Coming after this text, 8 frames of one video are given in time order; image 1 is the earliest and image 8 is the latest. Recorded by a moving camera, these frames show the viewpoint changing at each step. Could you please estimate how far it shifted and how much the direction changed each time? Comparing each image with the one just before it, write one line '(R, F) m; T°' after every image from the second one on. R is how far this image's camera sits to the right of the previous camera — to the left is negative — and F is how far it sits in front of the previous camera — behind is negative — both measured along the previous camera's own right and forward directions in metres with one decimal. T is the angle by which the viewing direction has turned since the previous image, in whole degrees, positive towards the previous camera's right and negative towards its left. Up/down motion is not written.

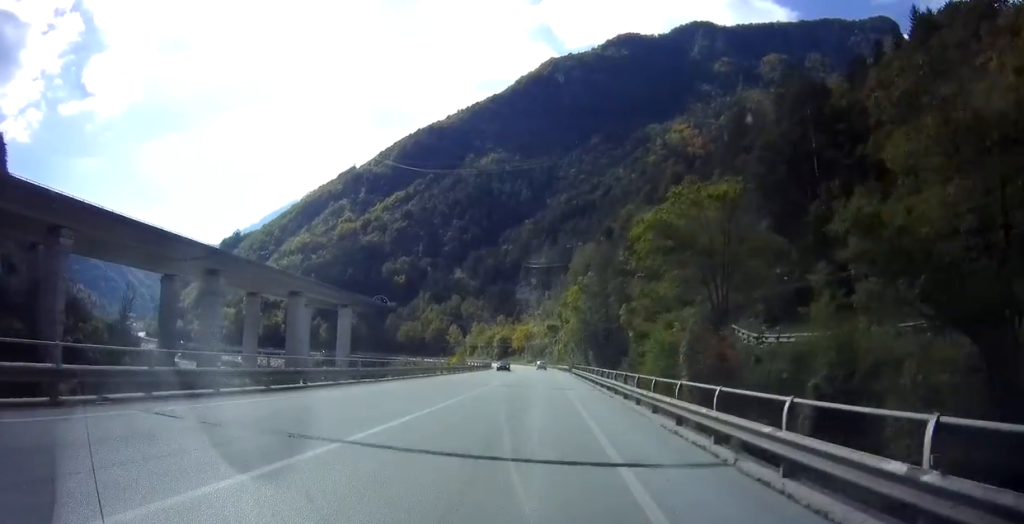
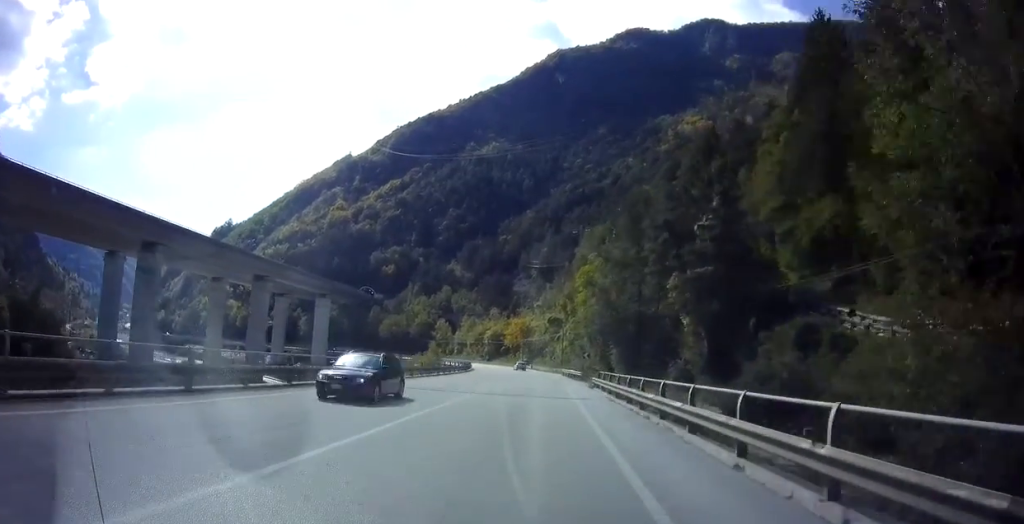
(-0.1, +29.1) m; 0°
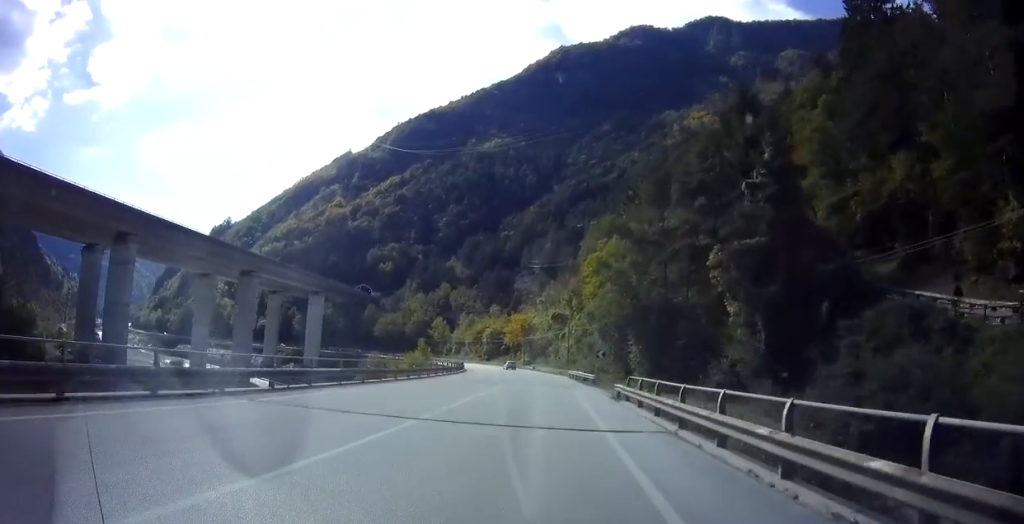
(+0.1, +10.6) m; 0°
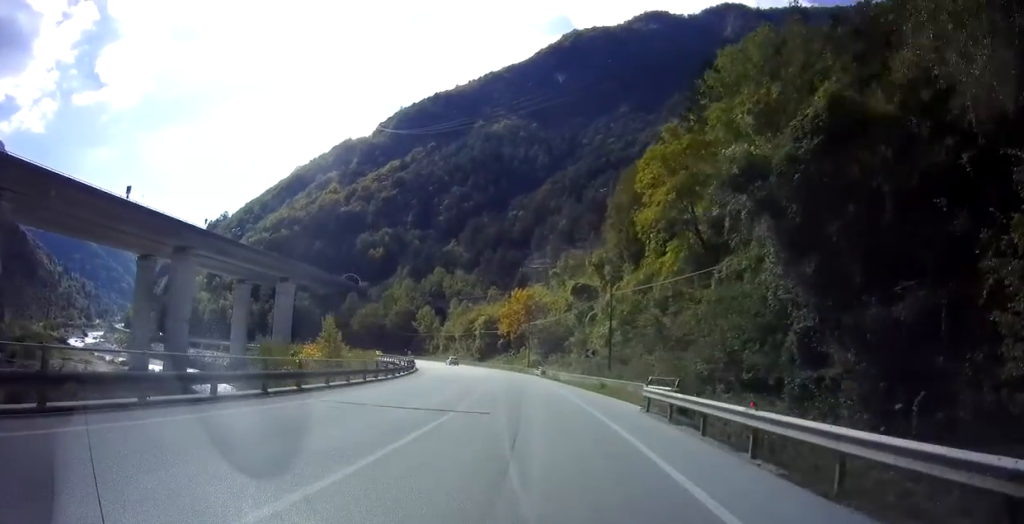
(-0.7, +40.7) m; -4°
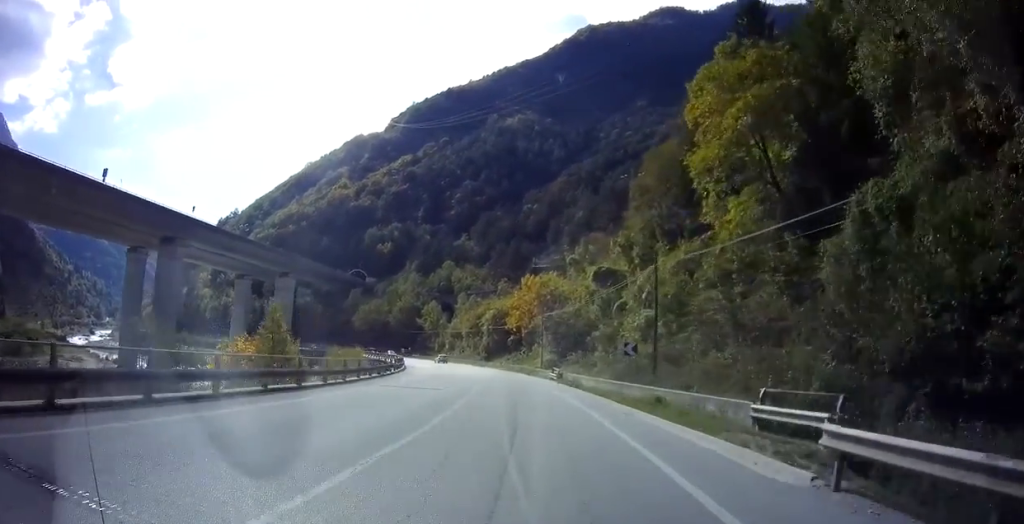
(-0.1, +11.7) m; -2°
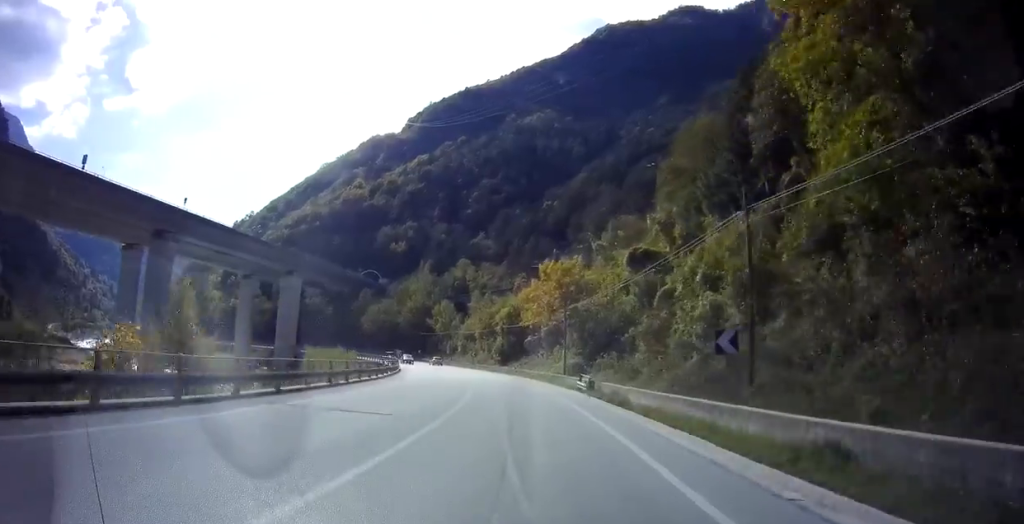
(-0.2, +10.9) m; -1°
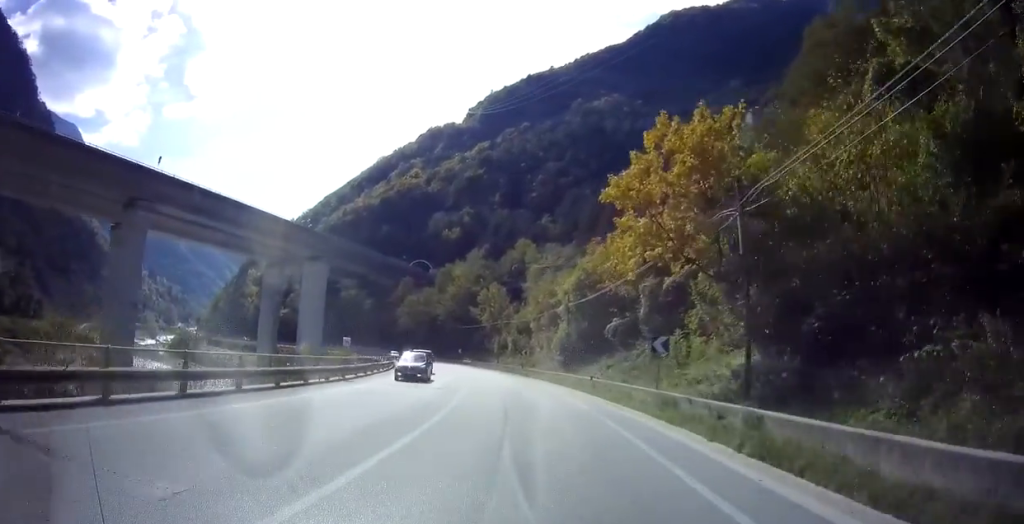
(-1.0, +30.4) m; -7°
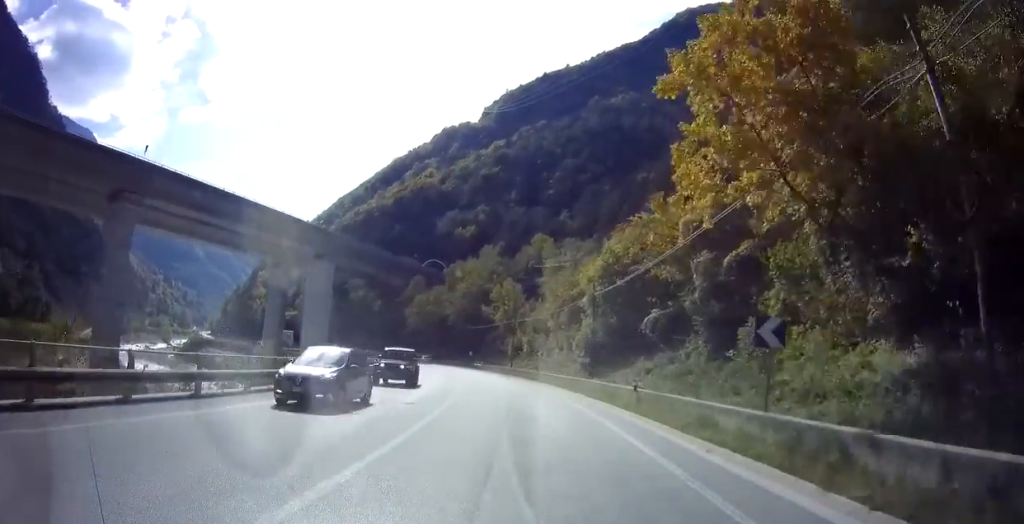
(-0.5, +8.4) m; -2°
